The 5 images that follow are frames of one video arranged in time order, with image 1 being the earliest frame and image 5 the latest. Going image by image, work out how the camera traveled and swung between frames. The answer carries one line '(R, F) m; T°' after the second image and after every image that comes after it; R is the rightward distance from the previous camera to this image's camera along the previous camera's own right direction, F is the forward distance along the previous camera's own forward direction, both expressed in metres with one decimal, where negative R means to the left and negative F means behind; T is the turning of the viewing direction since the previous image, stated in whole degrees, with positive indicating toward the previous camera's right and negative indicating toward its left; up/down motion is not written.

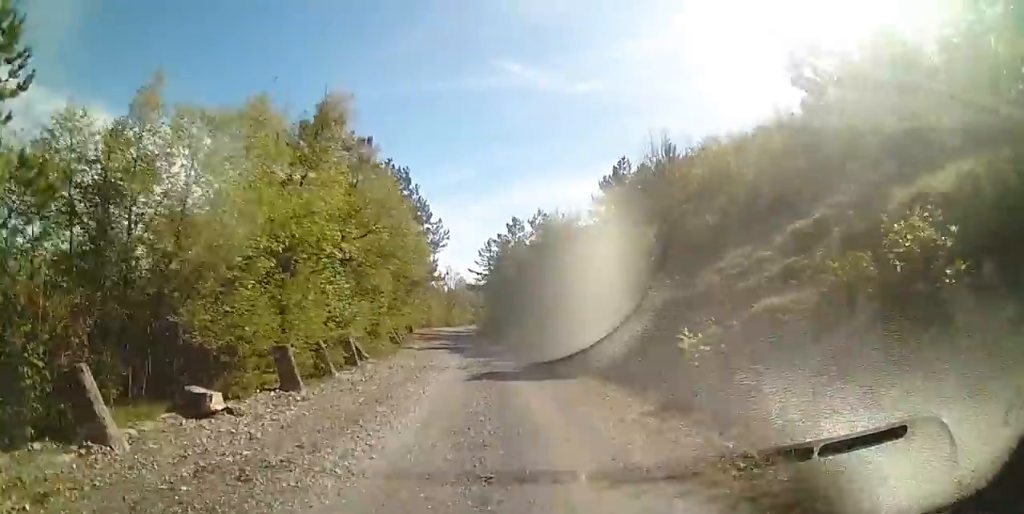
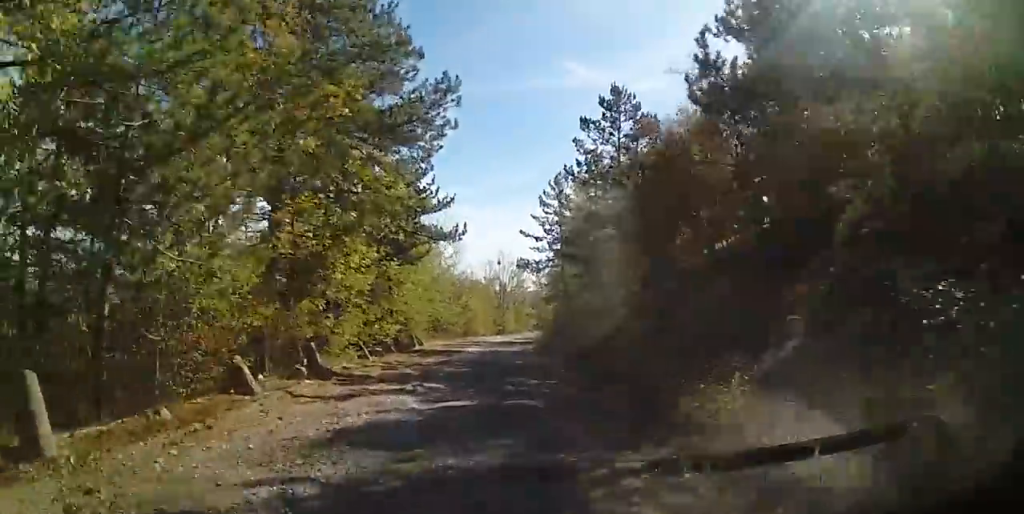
(-1.5, +23.5) m; -5°
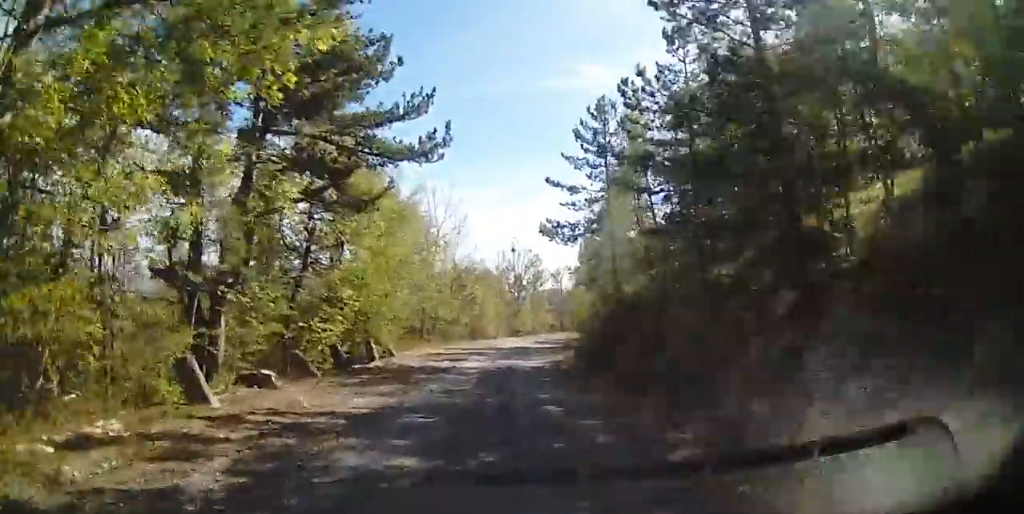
(-0.4, +9.8) m; -3°
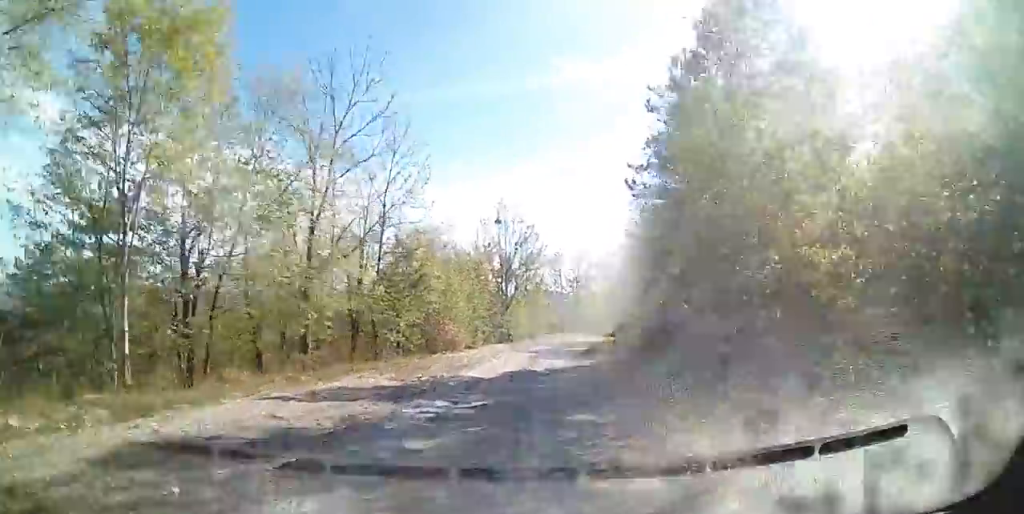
(-0.1, +17.7) m; +3°
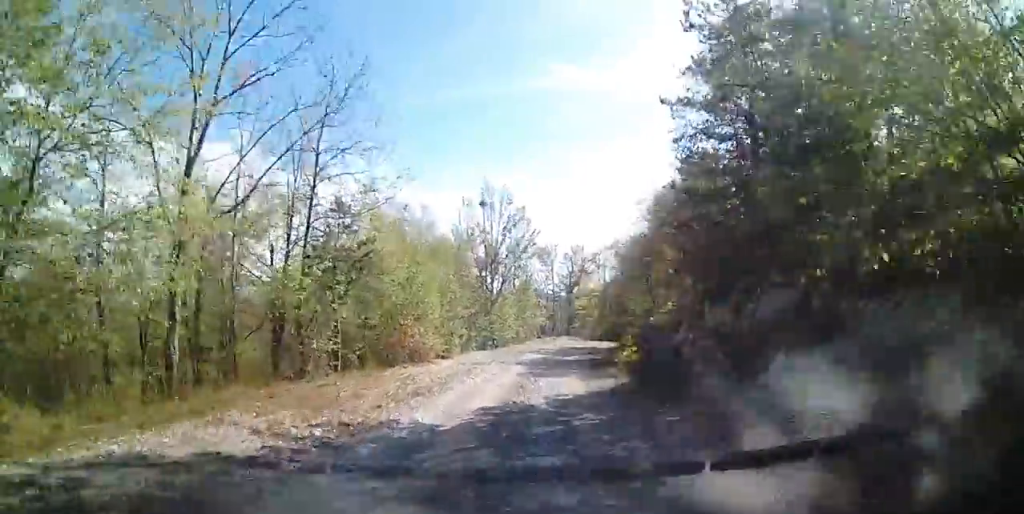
(+0.3, +5.9) m; +2°
